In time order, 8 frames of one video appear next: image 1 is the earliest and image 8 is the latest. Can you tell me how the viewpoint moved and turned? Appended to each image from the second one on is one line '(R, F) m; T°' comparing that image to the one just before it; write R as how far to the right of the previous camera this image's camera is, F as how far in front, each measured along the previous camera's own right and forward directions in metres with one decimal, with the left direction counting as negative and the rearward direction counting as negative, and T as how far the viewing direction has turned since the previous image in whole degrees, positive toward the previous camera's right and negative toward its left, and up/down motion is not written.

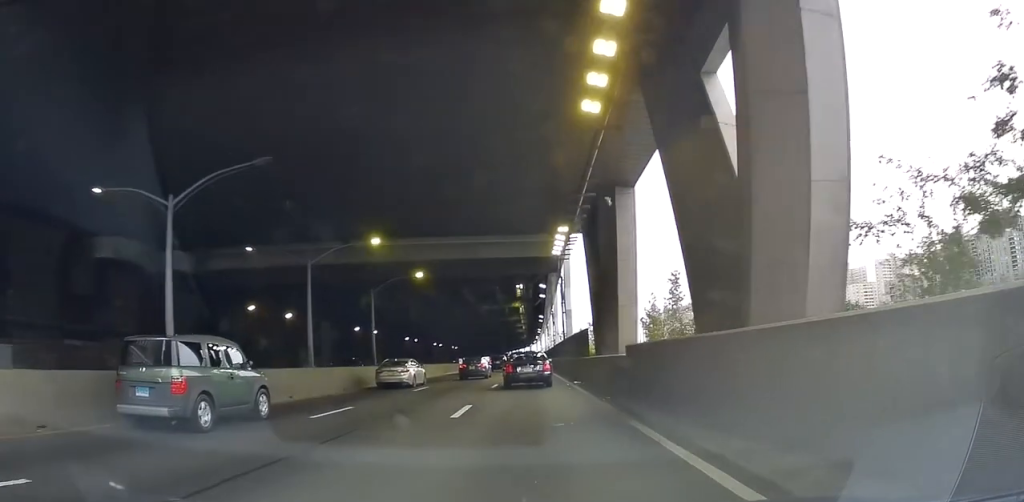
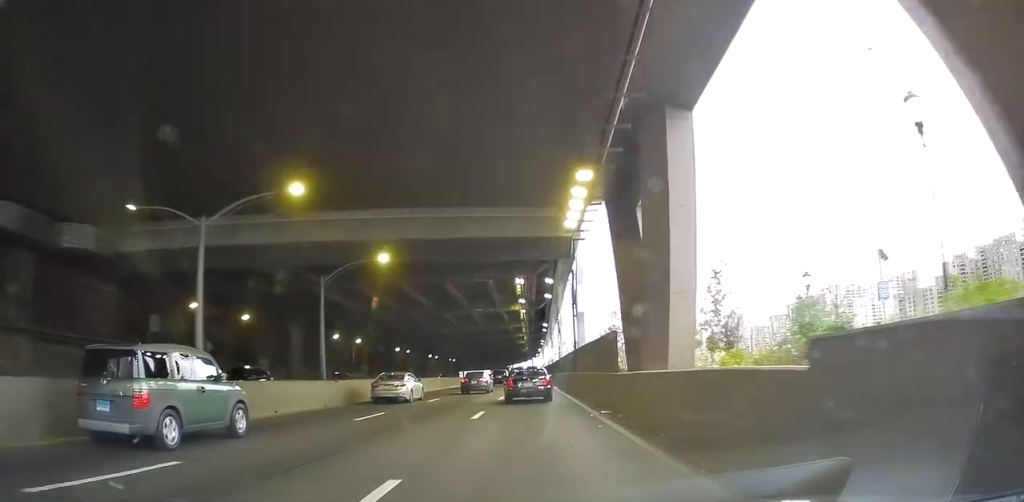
(0.0, +8.8) m; 0°
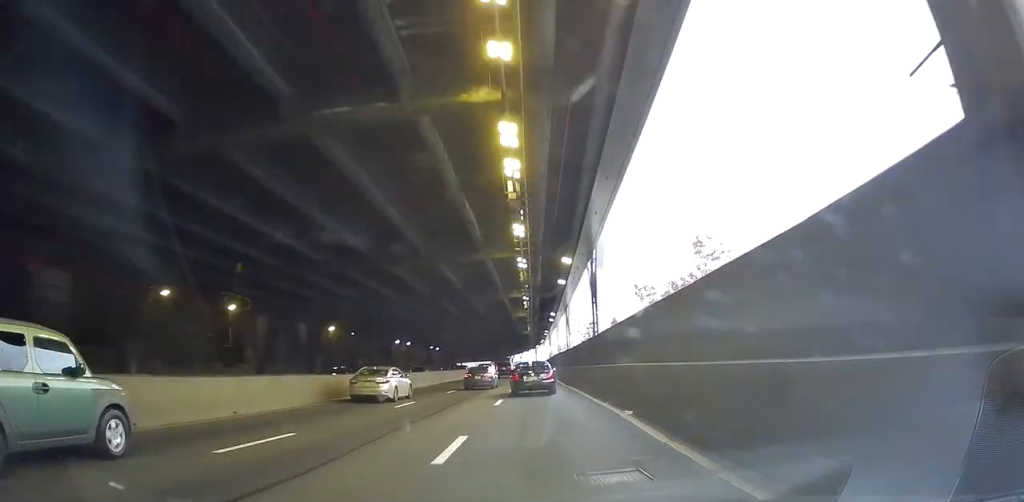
(0.0, +31.6) m; +1°
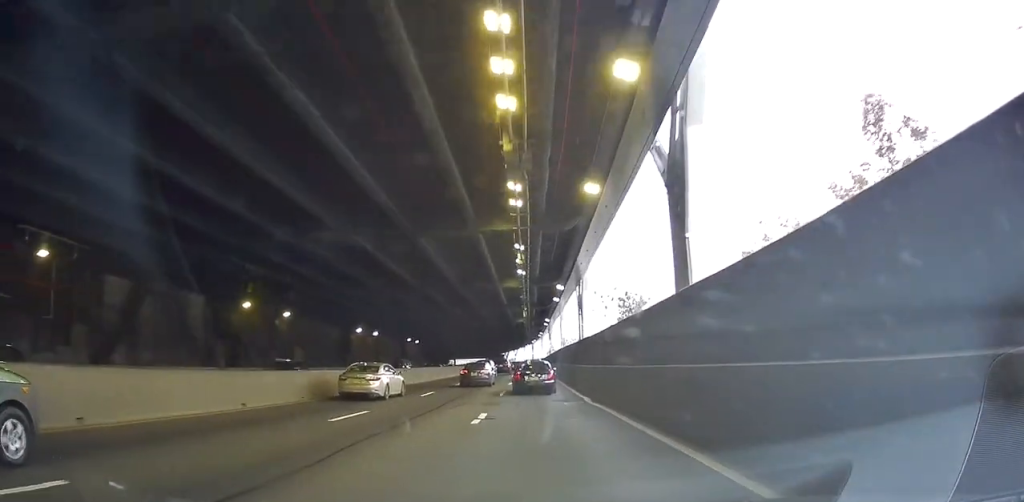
(0.0, +18.3) m; 0°
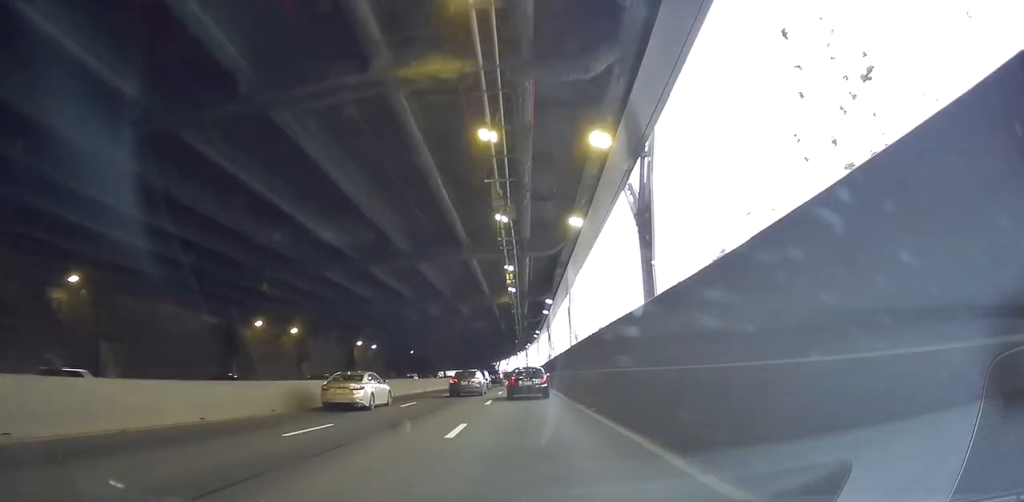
(0.0, +25.8) m; 0°
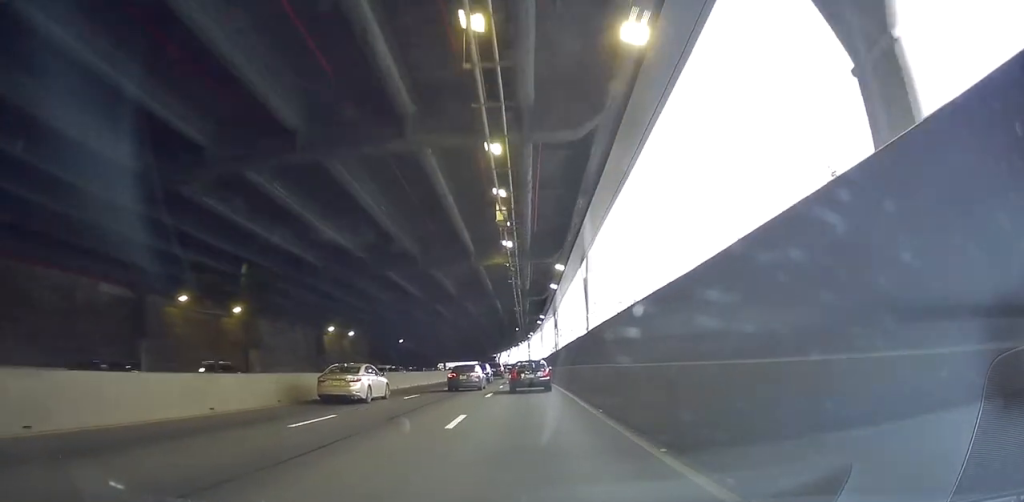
(+0.1, +11.5) m; -1°
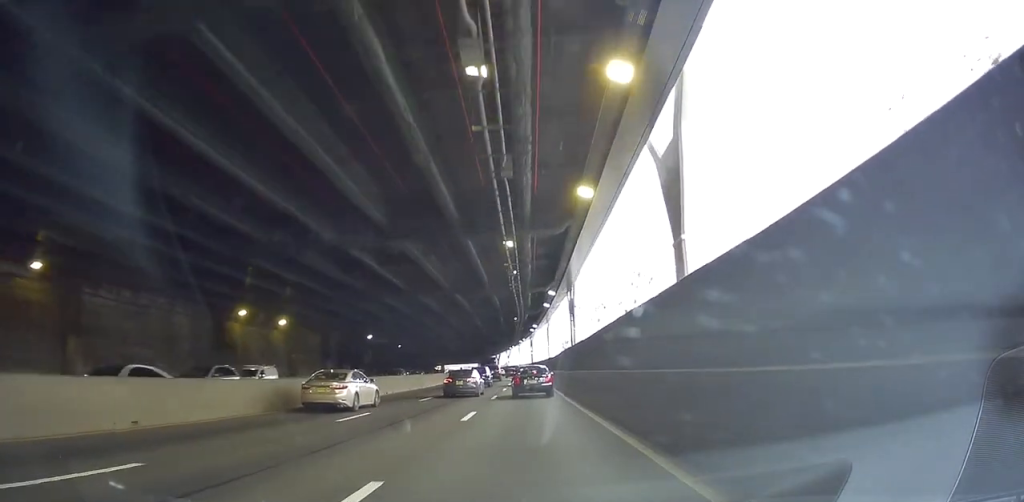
(-0.4, +20.8) m; 0°
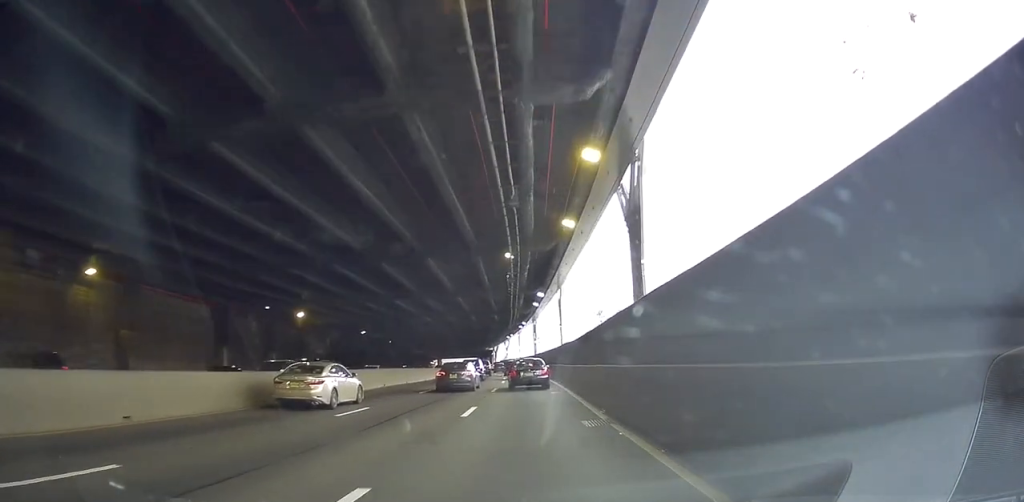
(+0.5, +24.9) m; +1°
